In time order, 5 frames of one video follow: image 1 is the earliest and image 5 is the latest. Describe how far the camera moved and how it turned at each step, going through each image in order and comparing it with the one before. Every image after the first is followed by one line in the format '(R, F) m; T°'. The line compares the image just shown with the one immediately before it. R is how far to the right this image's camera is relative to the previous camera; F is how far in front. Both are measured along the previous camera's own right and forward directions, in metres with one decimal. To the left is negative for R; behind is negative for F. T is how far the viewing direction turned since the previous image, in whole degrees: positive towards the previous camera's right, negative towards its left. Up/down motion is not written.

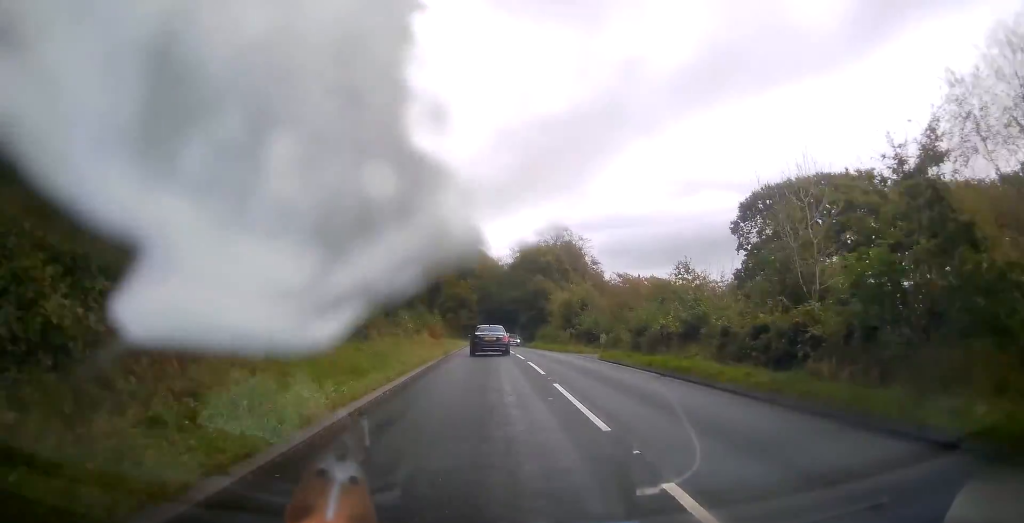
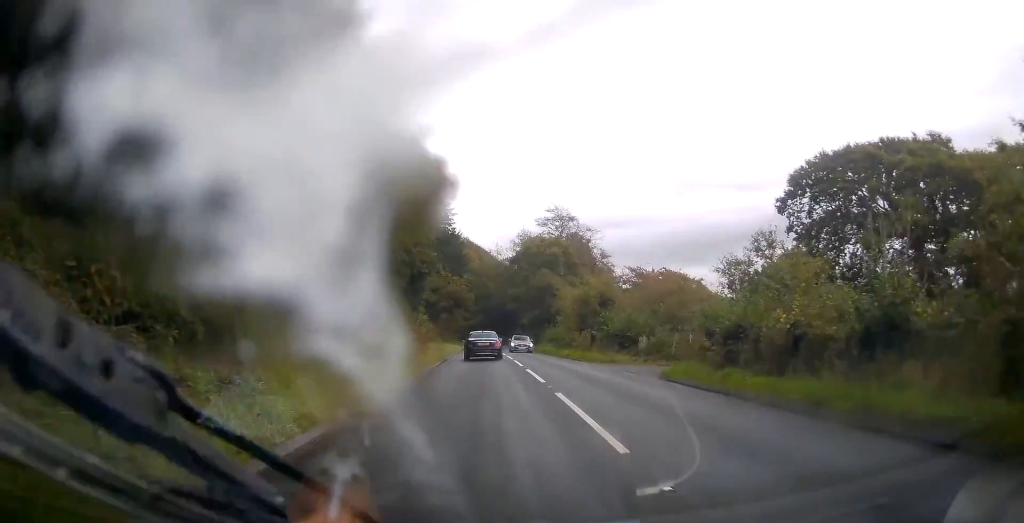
(-0.1, +10.1) m; -1°
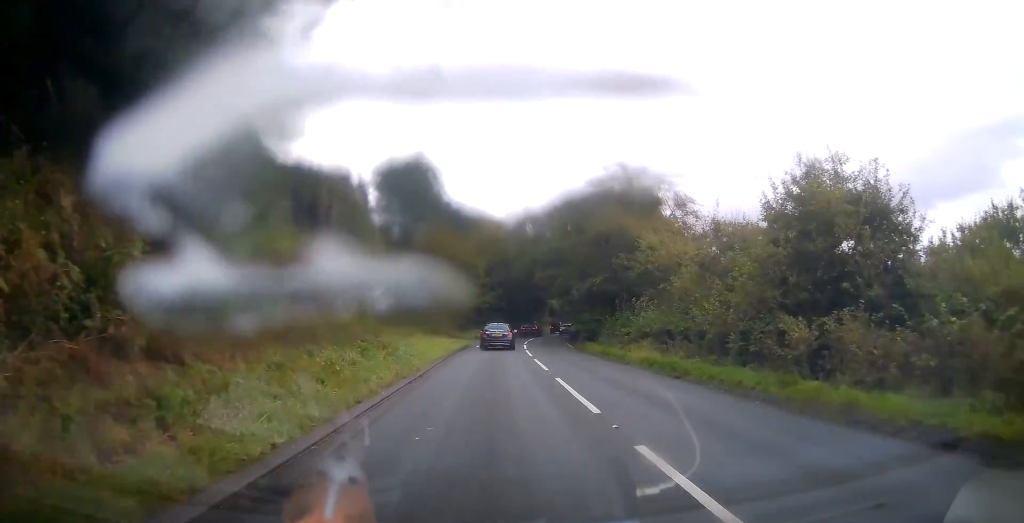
(+0.4, +32.2) m; +1°
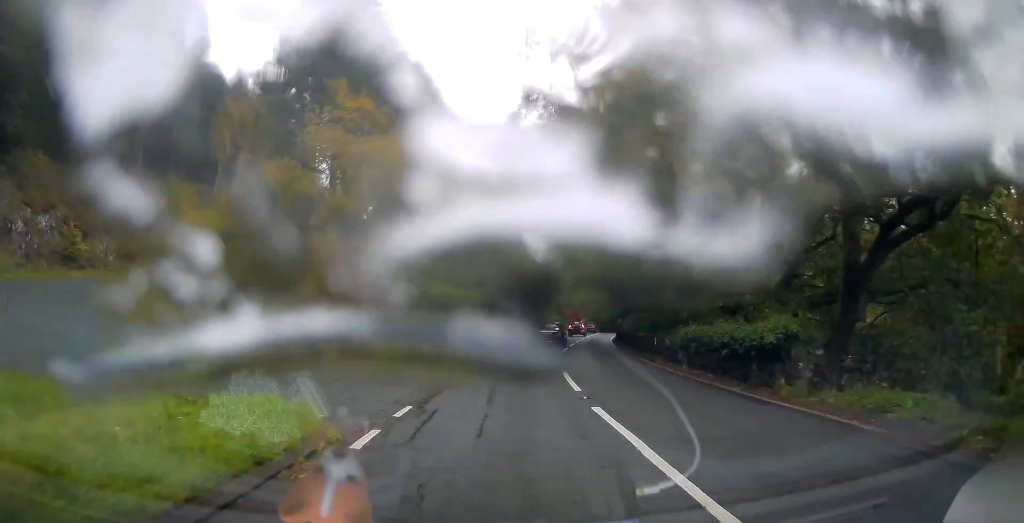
(-0.8, +33.0) m; +1°
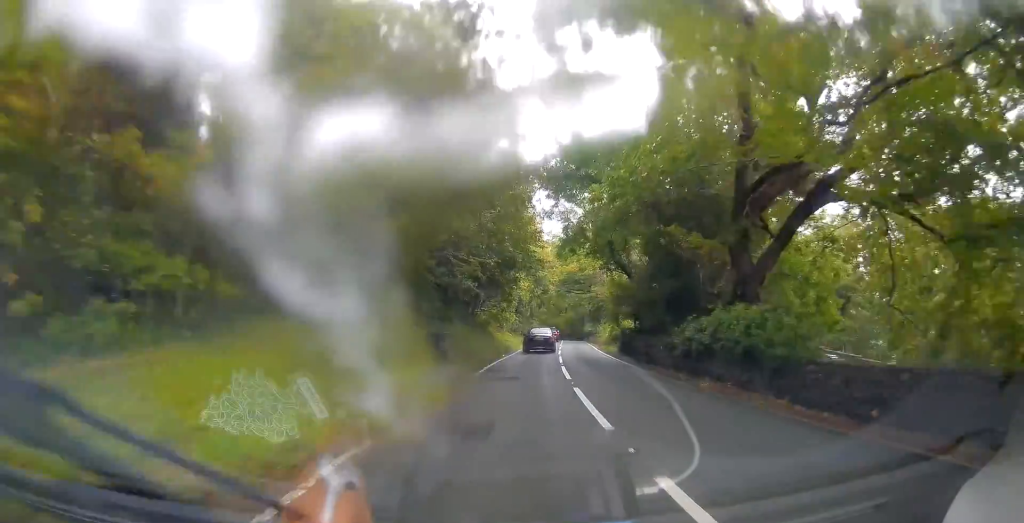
(+0.4, +20.2) m; +2°
